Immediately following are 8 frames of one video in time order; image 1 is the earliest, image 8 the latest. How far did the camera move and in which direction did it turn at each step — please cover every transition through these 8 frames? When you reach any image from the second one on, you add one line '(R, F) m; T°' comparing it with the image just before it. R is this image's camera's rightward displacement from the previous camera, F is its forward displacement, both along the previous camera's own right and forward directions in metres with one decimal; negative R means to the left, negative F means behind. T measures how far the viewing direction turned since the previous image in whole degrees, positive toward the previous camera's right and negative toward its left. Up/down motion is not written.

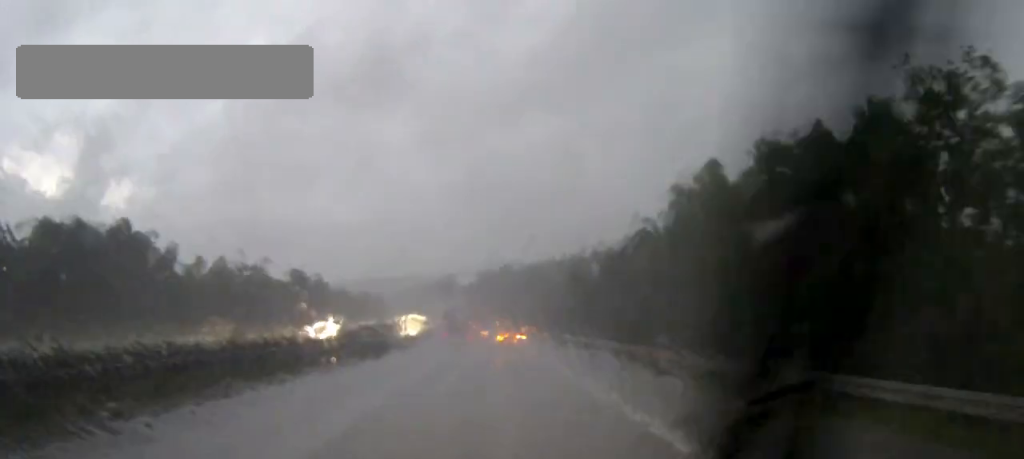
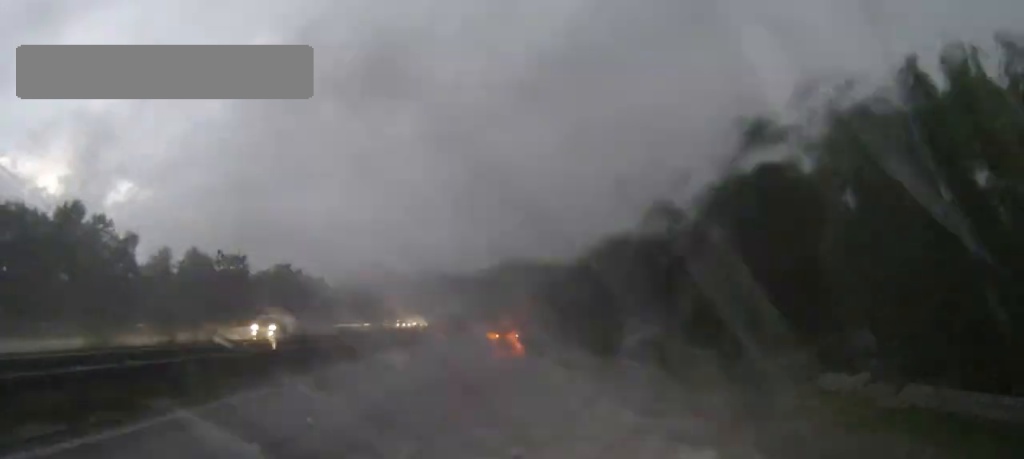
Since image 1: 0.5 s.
(0.0, +8.6) m; 0°
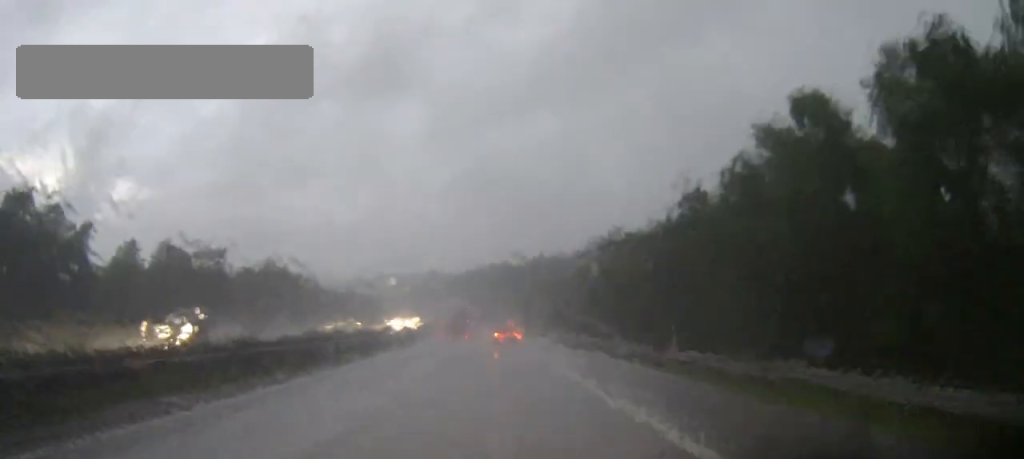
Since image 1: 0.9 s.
(0.0, +7.4) m; 0°
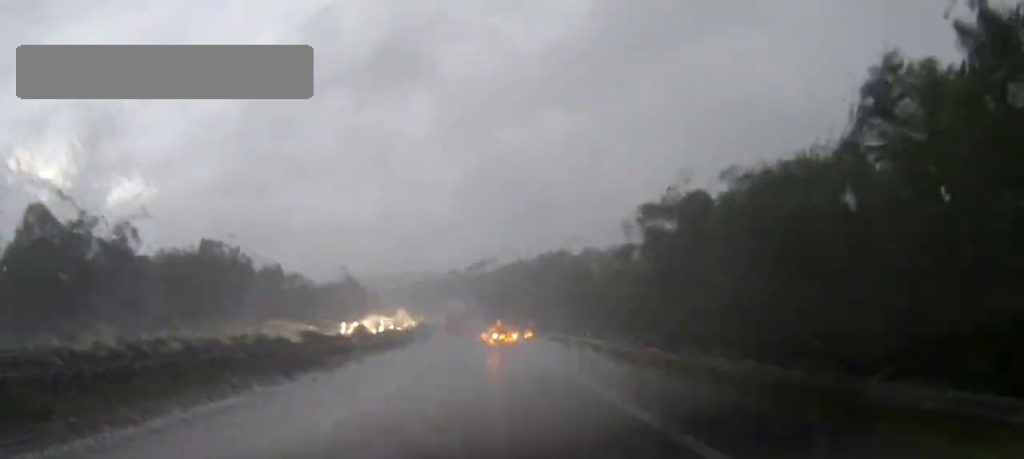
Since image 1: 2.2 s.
(-0.1, +24.8) m; 0°
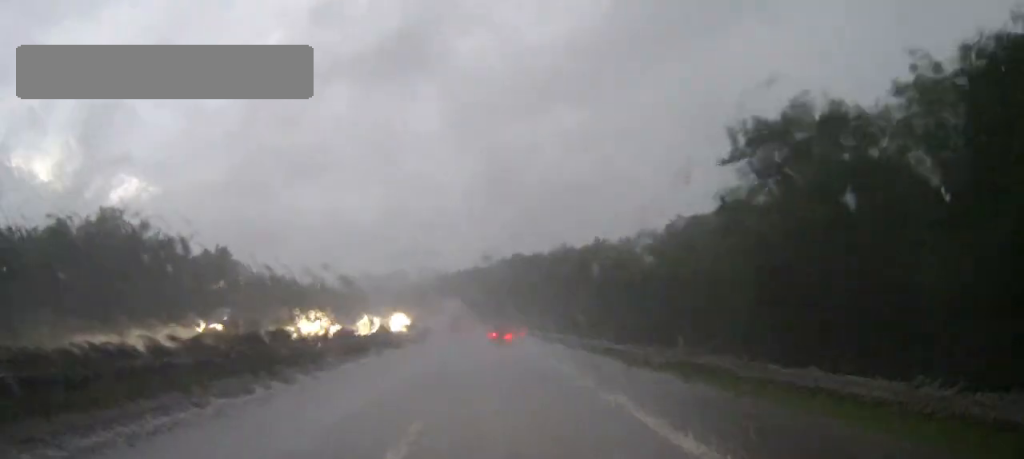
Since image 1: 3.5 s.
(-0.1, +23.7) m; 0°
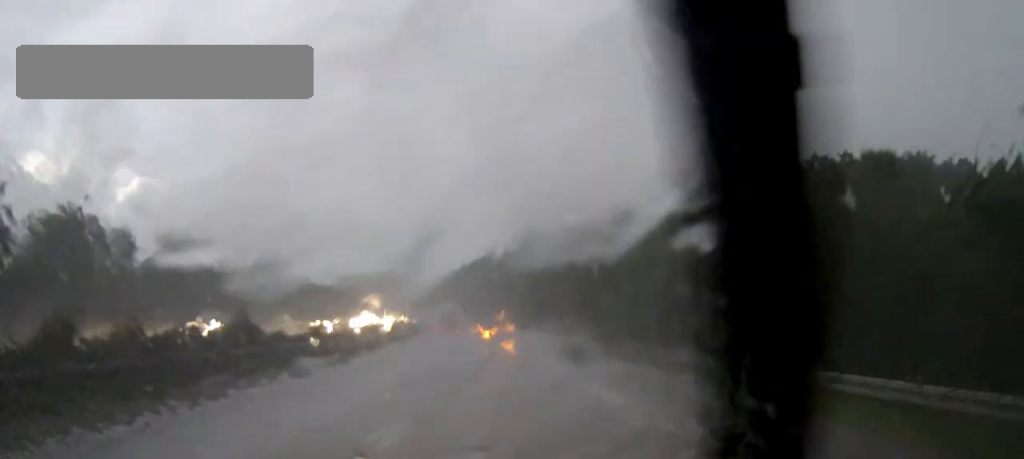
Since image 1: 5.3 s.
(-0.3, +34.6) m; -1°
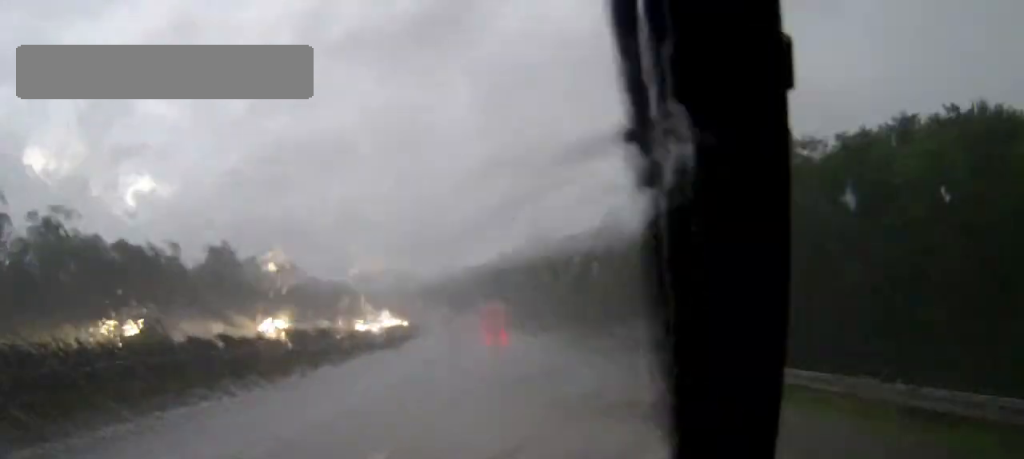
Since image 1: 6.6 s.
(-0.1, +23.0) m; 0°
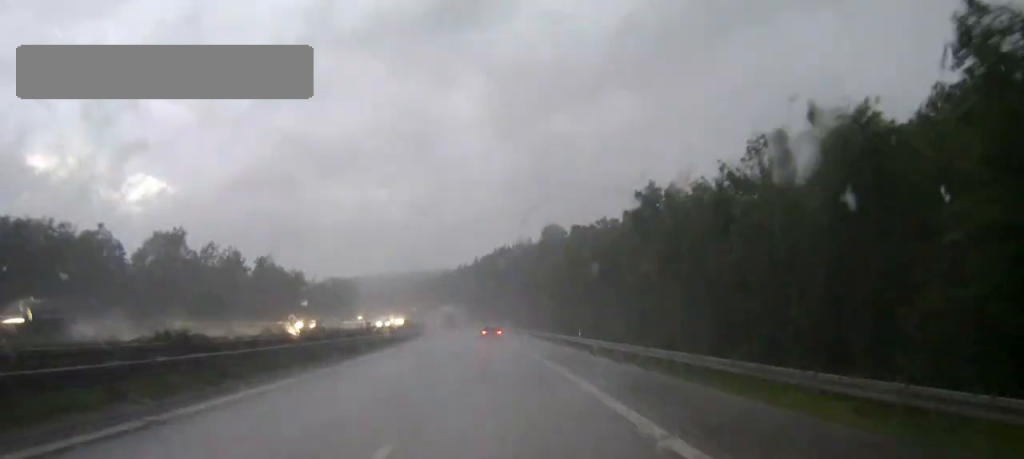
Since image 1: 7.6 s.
(0.0, +17.3) m; -1°
